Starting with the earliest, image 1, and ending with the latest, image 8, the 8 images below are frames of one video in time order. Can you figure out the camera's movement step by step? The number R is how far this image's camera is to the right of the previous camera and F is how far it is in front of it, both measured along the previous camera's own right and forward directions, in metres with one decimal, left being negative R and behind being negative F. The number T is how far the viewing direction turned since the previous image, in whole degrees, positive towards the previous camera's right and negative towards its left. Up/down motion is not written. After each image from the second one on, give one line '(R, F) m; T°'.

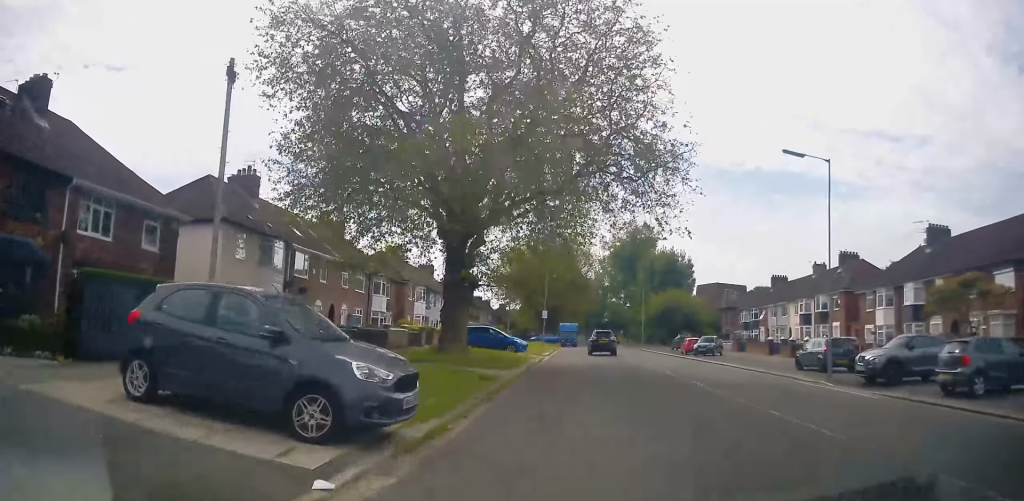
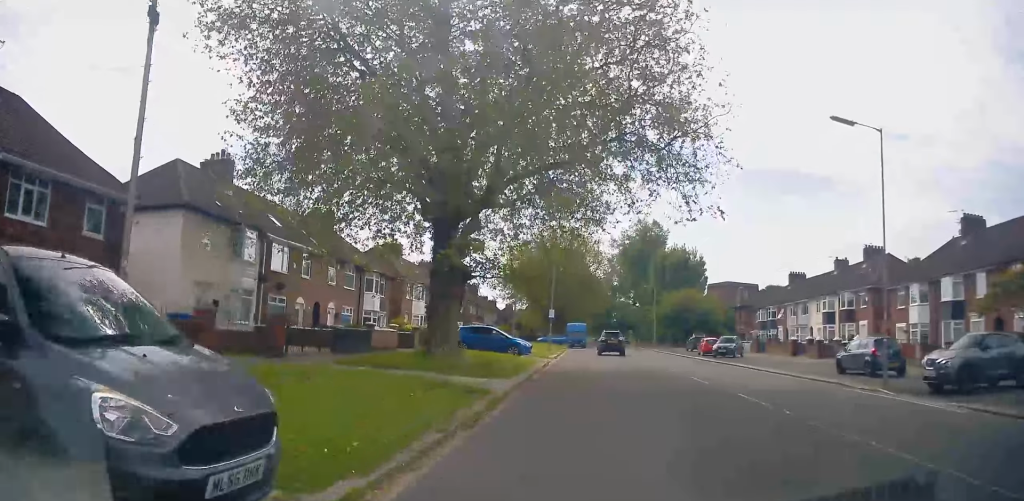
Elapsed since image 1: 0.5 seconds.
(+0.1, +3.9) m; 0°
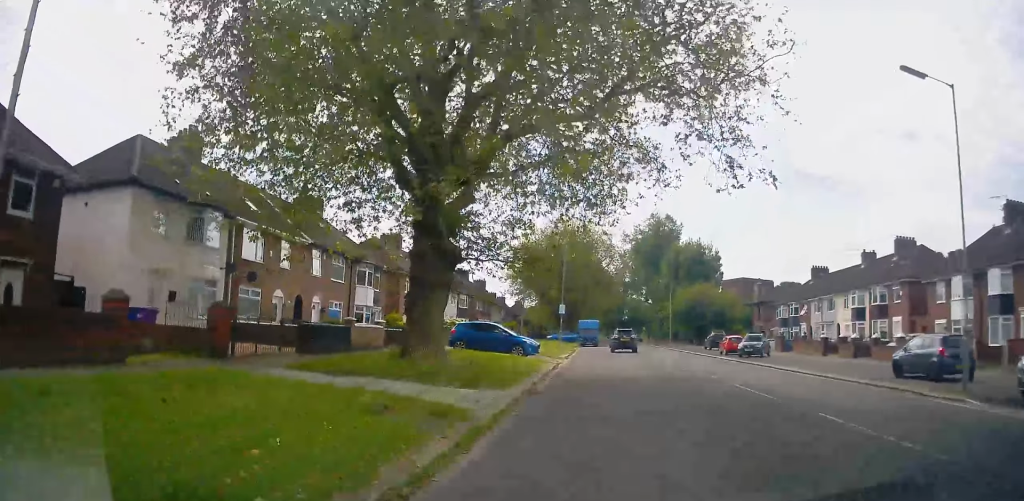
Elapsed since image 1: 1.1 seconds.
(-0.1, +4.1) m; -1°
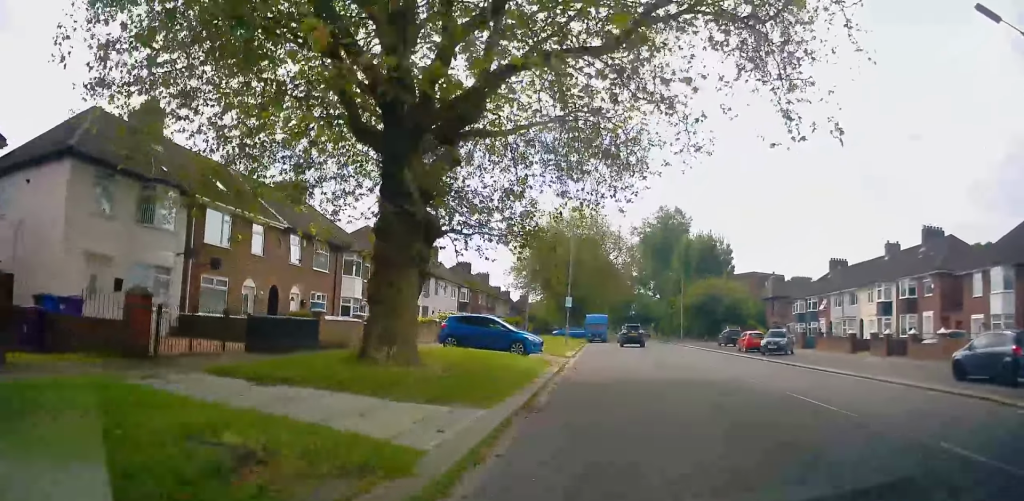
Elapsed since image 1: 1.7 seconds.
(-0.1, +4.0) m; -1°
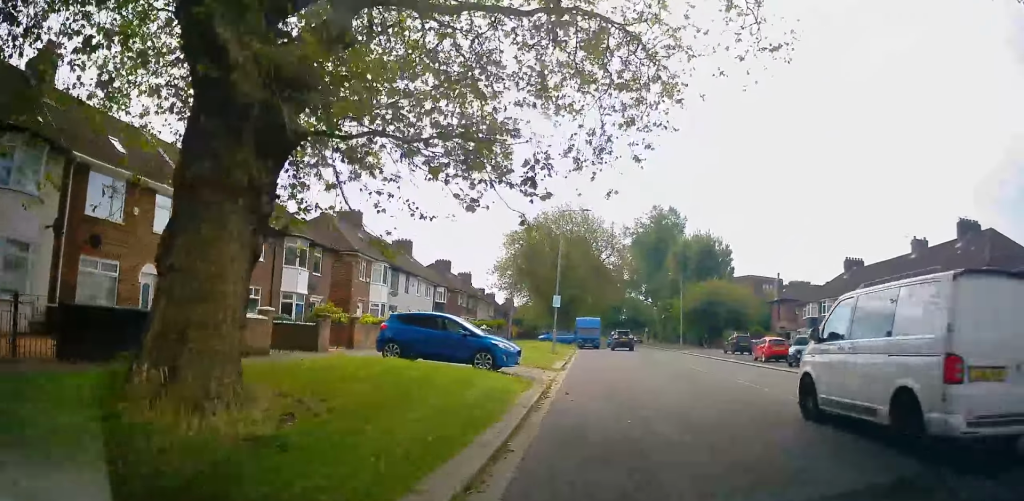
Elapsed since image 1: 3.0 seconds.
(-0.1, +7.0) m; -2°
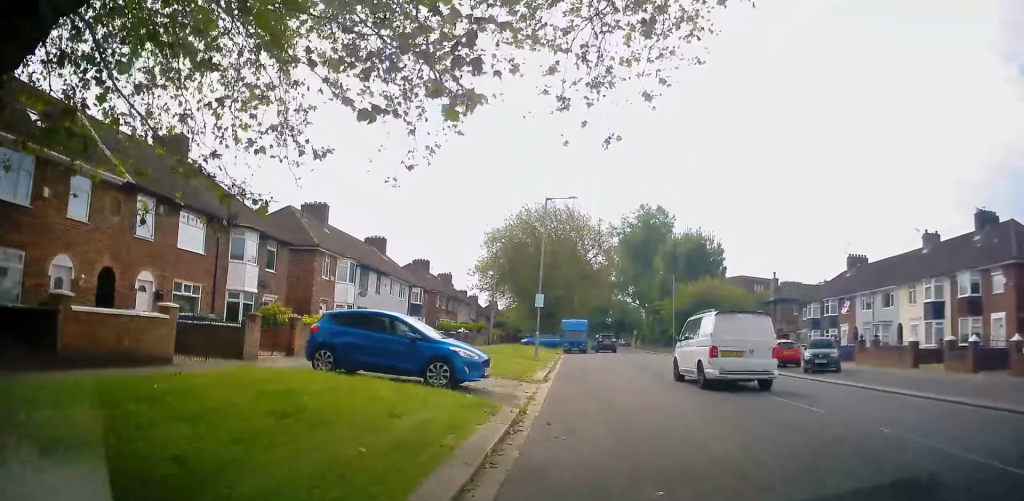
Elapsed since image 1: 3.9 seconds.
(-0.1, +4.1) m; 0°
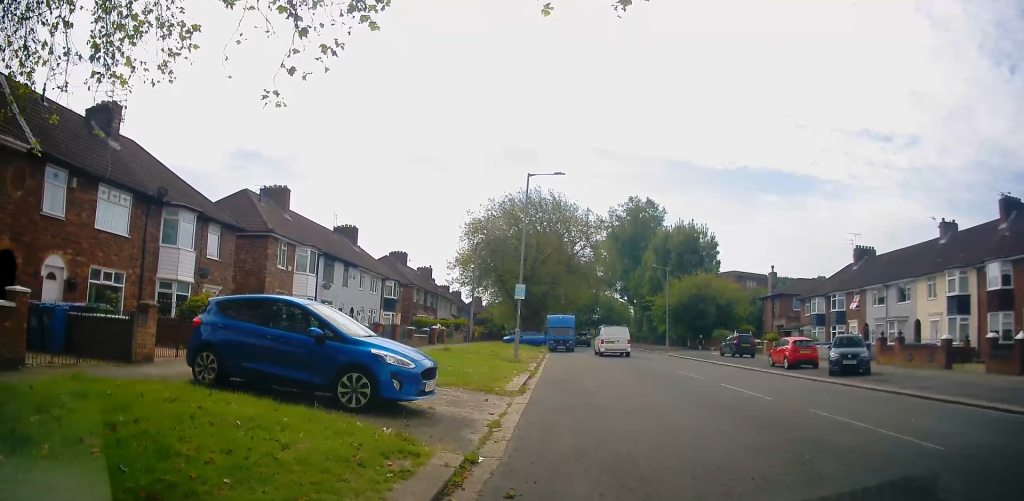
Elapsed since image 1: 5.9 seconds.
(+0.1, +5.0) m; +3°
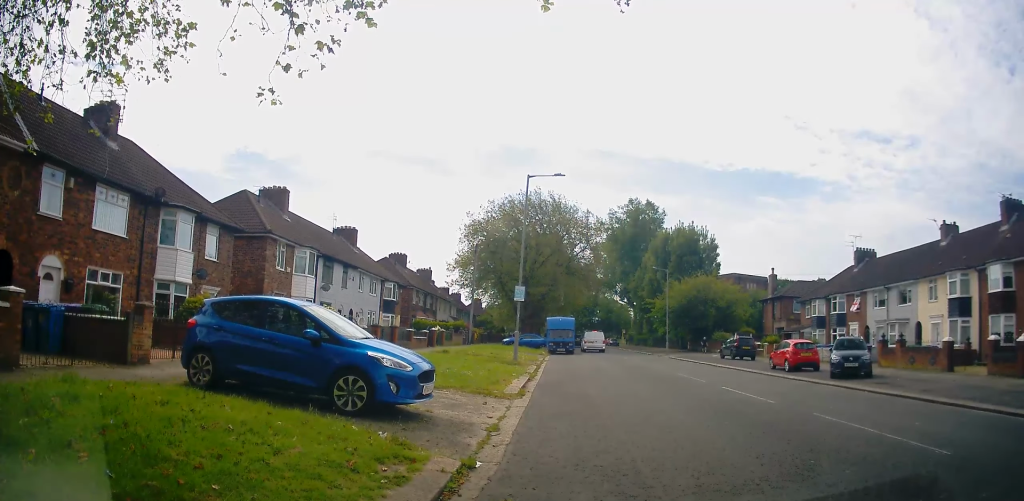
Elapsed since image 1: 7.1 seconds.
(0.0, +0.7) m; 0°
